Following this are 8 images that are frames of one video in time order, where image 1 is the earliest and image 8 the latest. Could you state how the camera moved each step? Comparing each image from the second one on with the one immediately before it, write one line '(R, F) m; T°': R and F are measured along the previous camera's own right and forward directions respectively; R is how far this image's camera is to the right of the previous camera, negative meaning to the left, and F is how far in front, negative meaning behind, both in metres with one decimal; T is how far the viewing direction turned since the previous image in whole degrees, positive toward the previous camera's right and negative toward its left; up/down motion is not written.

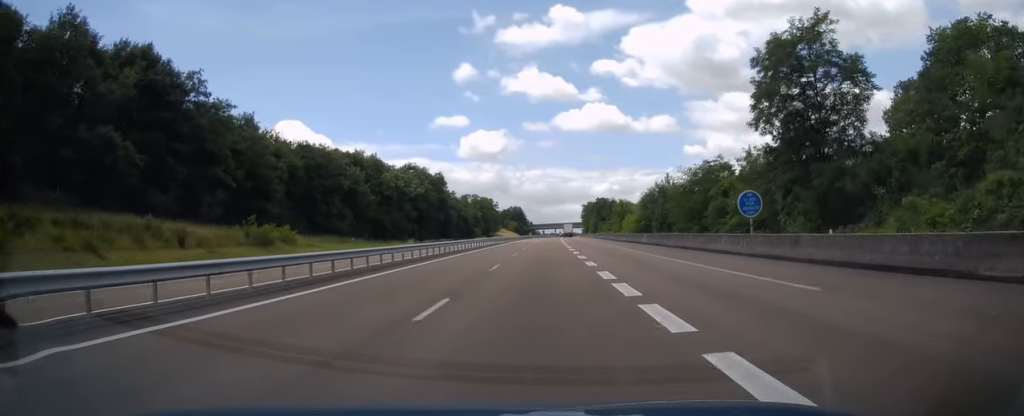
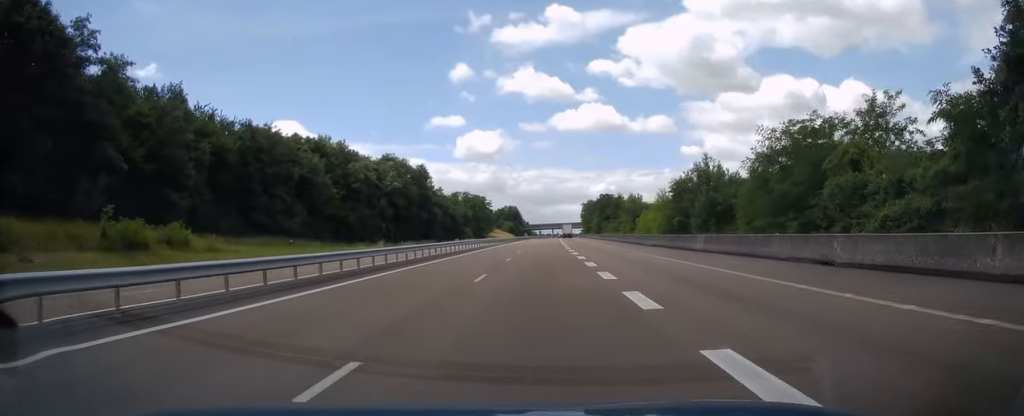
(+0.1, +19.9) m; 0°
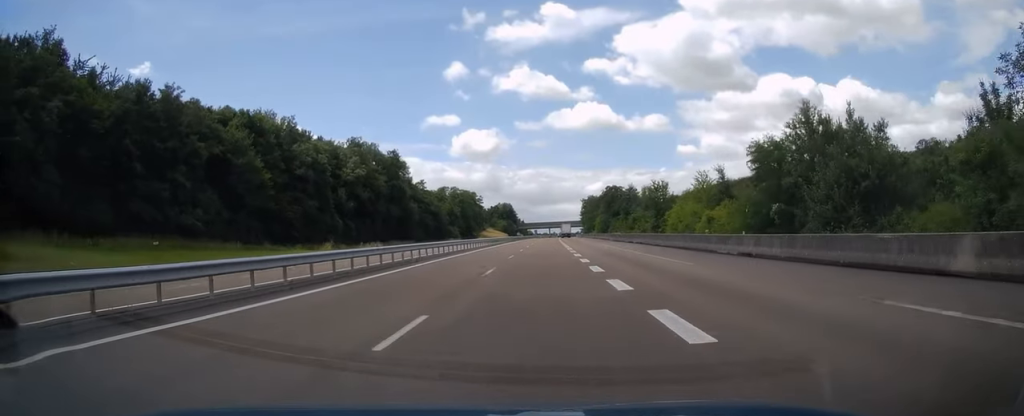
(+0.1, +24.8) m; 0°
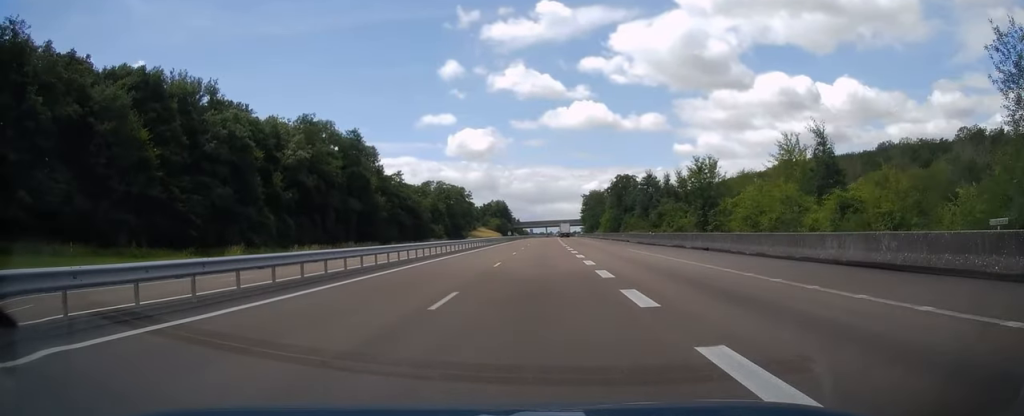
(0.0, +22.8) m; 0°
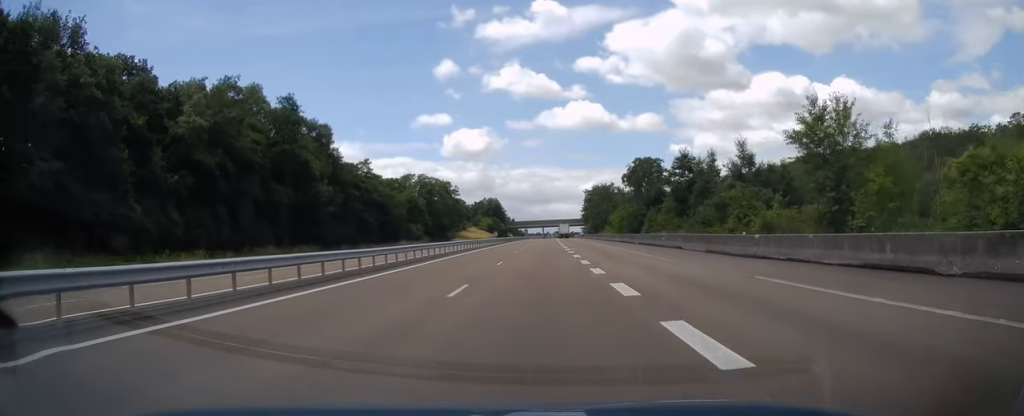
(0.0, +22.6) m; 0°
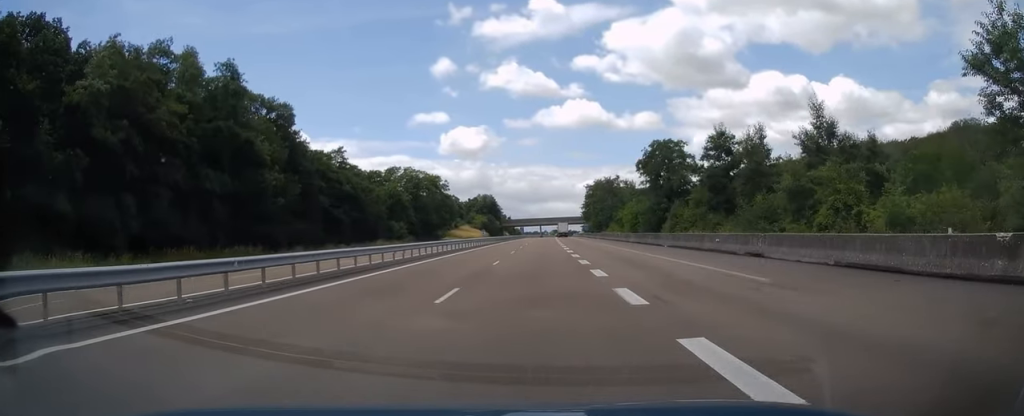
(0.0, +13.4) m; 0°
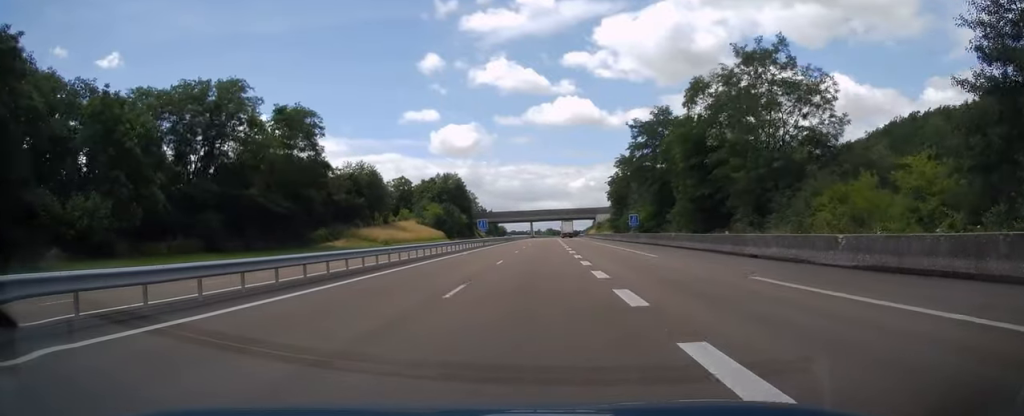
(+0.6, +94.7) m; +1°
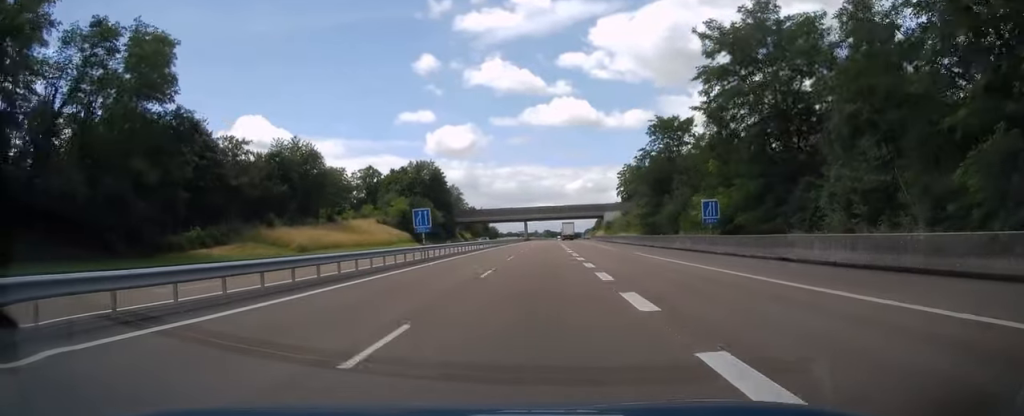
(0.0, +39.7) m; 0°
